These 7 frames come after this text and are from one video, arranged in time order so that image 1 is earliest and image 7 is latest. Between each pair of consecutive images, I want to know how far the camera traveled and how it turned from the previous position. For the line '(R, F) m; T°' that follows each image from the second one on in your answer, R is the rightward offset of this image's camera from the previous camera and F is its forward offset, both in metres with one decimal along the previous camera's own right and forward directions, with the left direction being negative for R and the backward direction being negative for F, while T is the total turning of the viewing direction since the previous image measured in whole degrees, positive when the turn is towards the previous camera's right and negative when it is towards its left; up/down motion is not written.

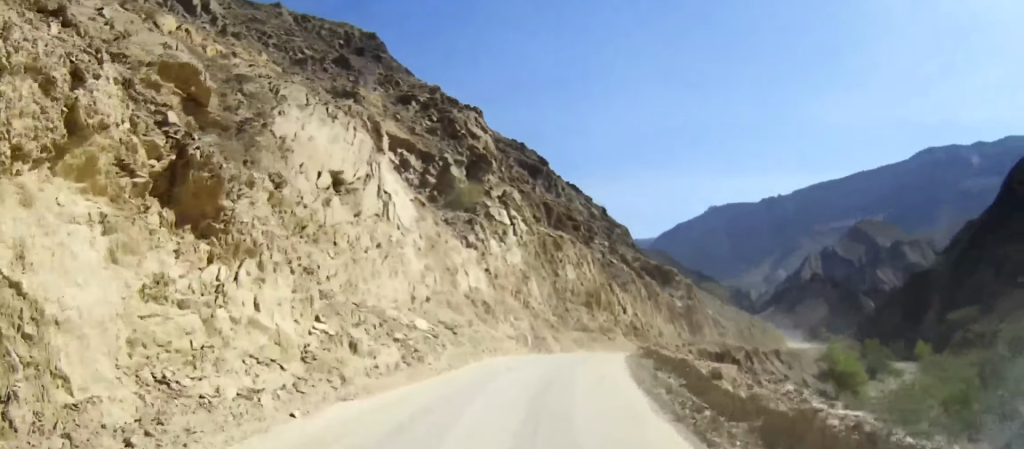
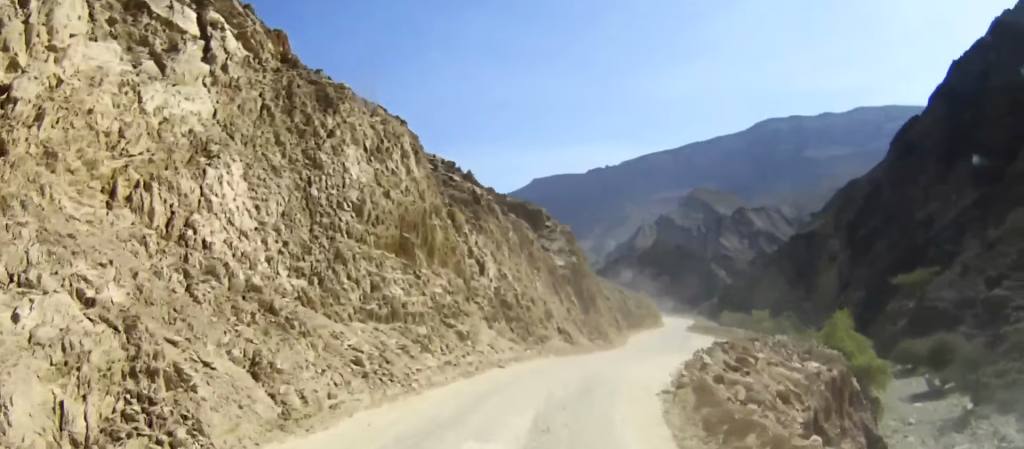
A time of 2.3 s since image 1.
(+3.9, +32.6) m; +15°
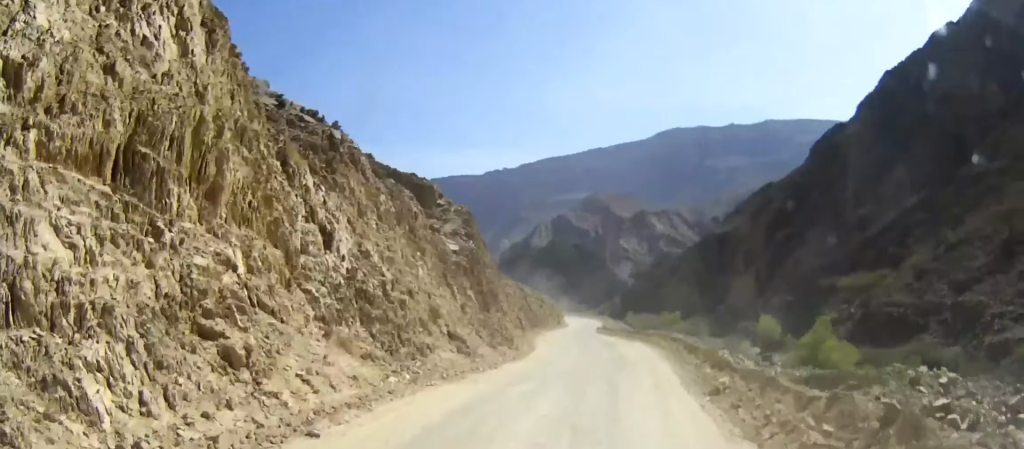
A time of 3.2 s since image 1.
(+0.7, +11.6) m; +7°
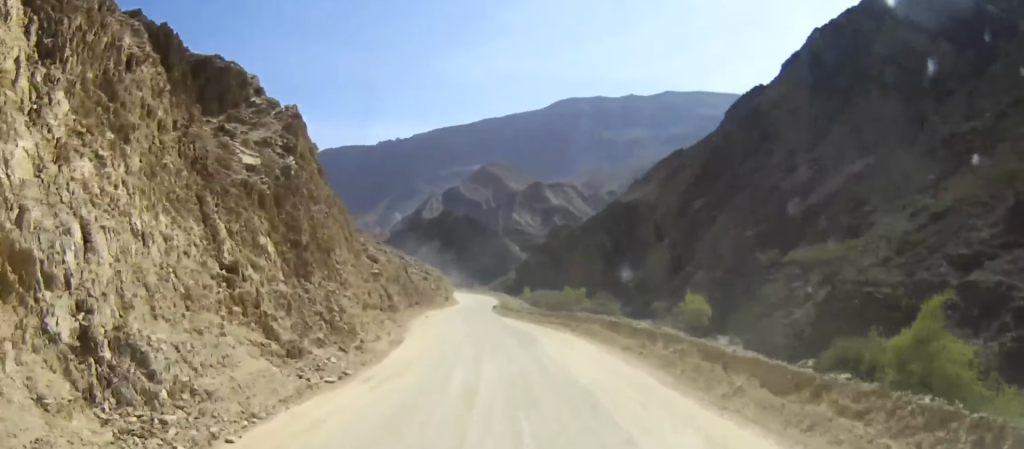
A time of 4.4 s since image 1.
(+1.4, +16.8) m; +7°
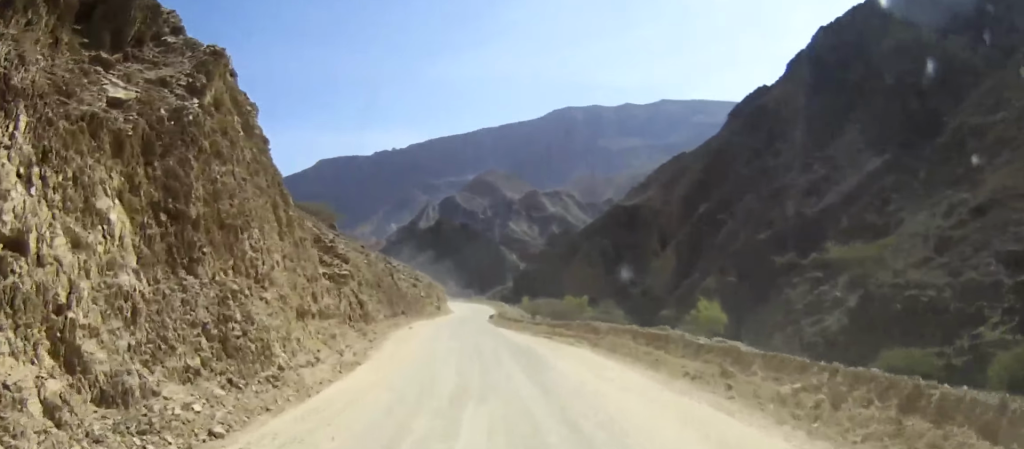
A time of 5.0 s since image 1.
(+0.2, +8.2) m; +1°
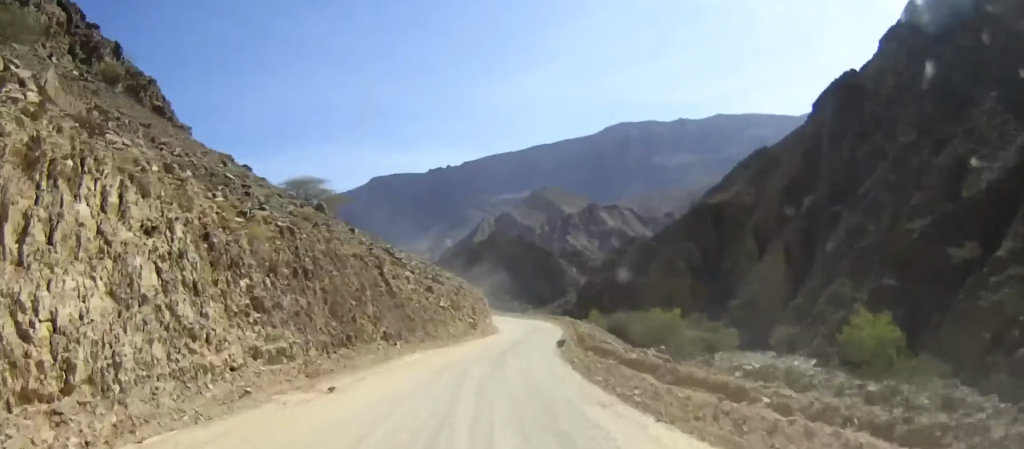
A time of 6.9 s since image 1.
(-0.4, +29.9) m; -2°
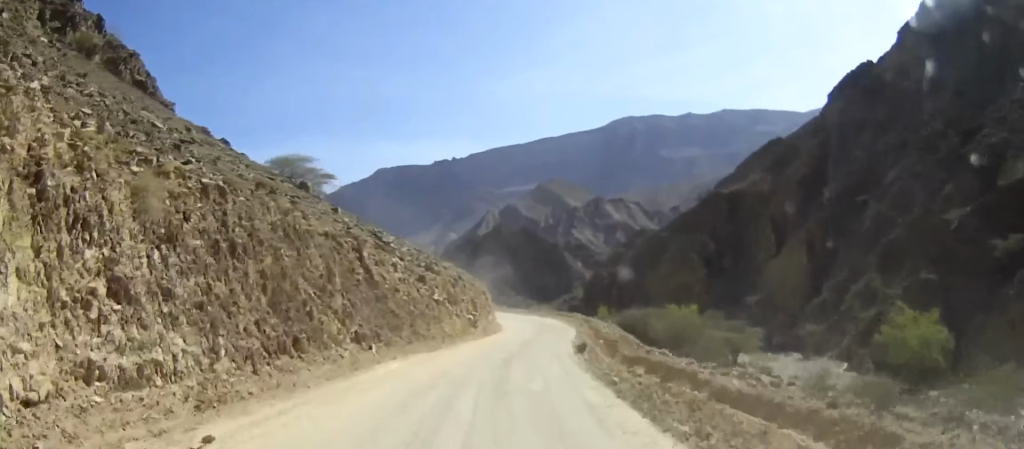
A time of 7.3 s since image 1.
(-0.1, +6.7) m; 0°
